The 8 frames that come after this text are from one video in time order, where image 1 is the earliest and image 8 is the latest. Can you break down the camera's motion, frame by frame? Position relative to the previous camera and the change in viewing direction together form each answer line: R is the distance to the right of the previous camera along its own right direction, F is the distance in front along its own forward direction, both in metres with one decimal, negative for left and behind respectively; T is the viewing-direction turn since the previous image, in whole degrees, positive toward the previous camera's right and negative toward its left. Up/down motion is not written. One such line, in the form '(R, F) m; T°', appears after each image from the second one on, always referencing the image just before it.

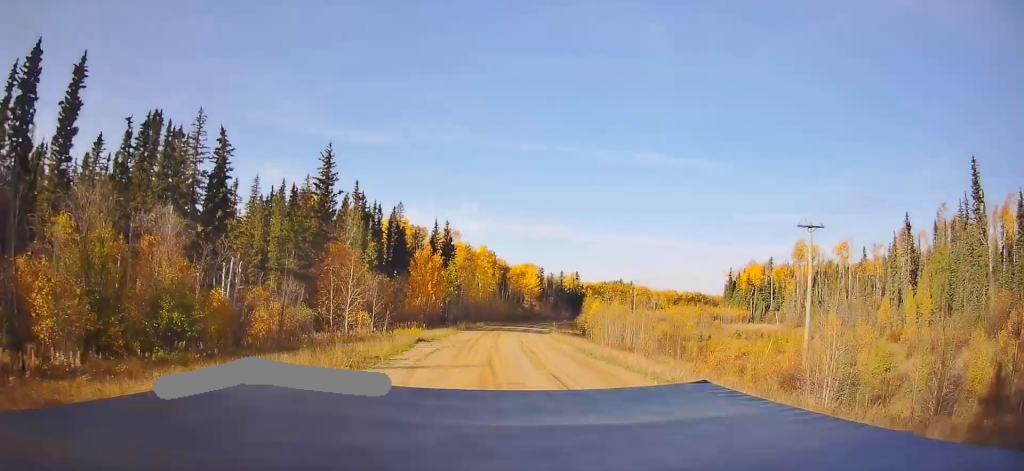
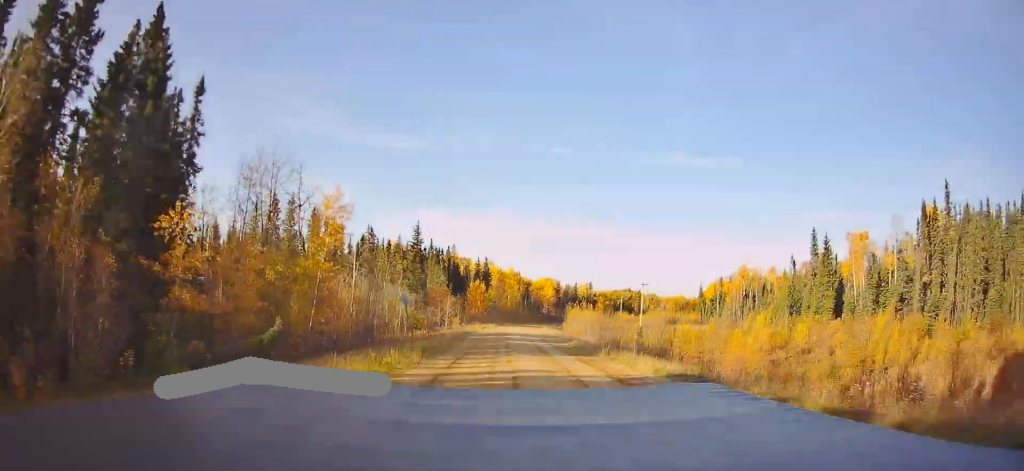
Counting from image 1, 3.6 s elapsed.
(-0.4, +49.4) m; 0°
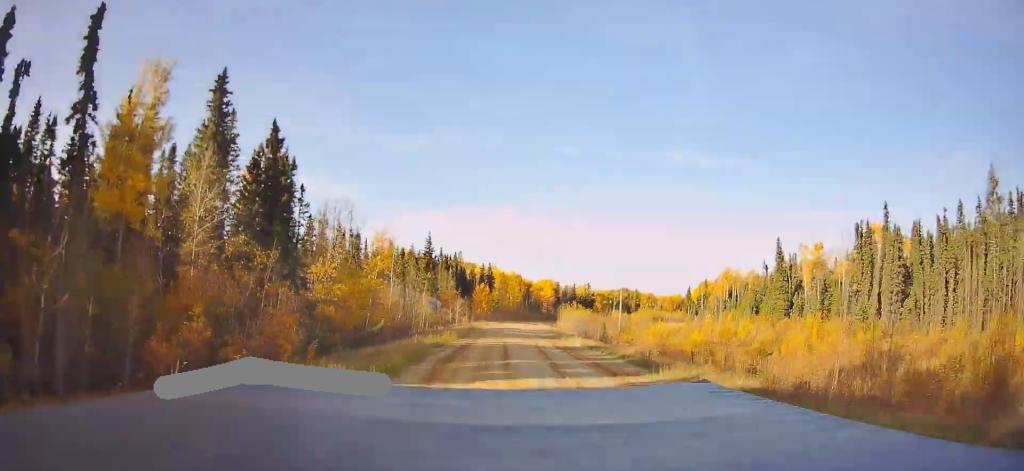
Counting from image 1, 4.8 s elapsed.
(0.0, +15.4) m; 0°
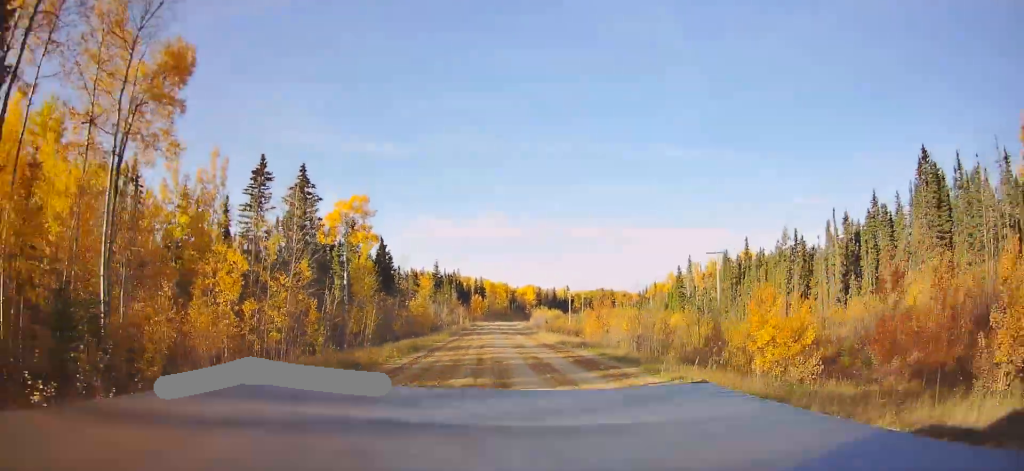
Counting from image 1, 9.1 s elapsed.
(-0.4, +50.7) m; 0°
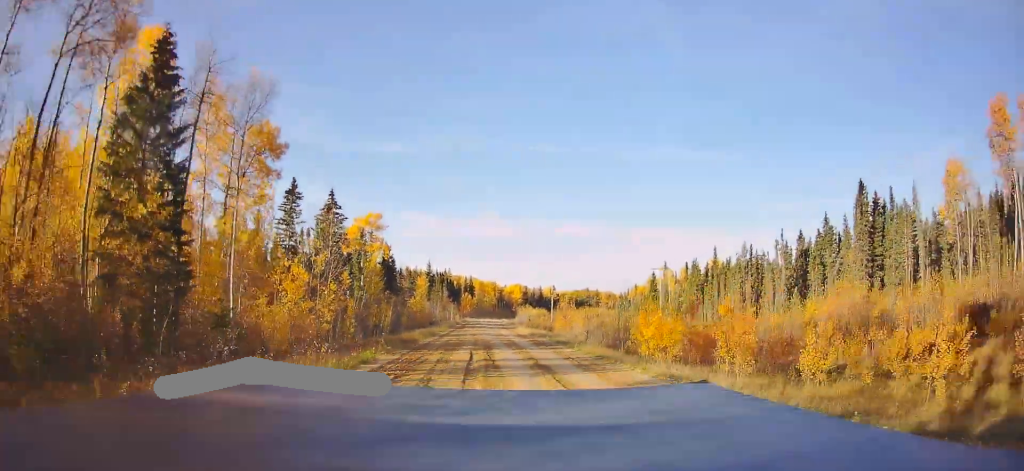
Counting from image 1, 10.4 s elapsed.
(+0.1, +12.6) m; 0°
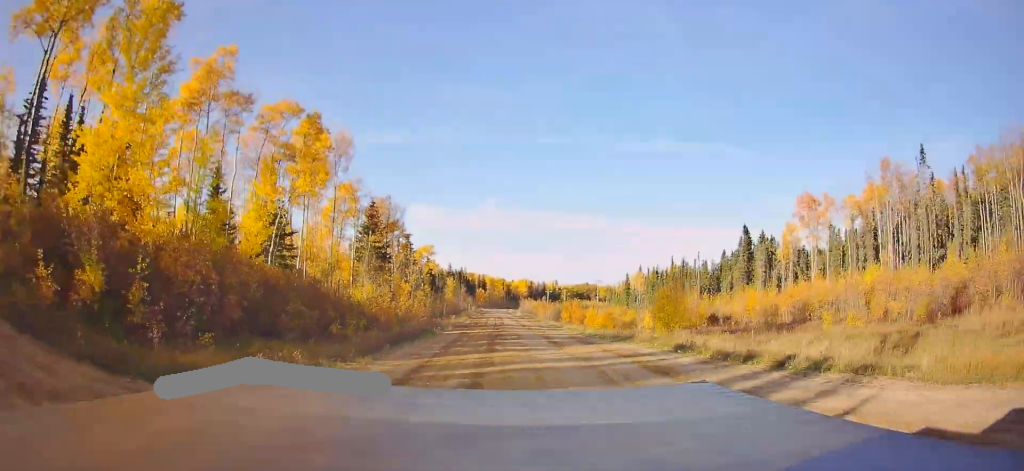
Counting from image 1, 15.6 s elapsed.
(+0.4, +41.2) m; -1°
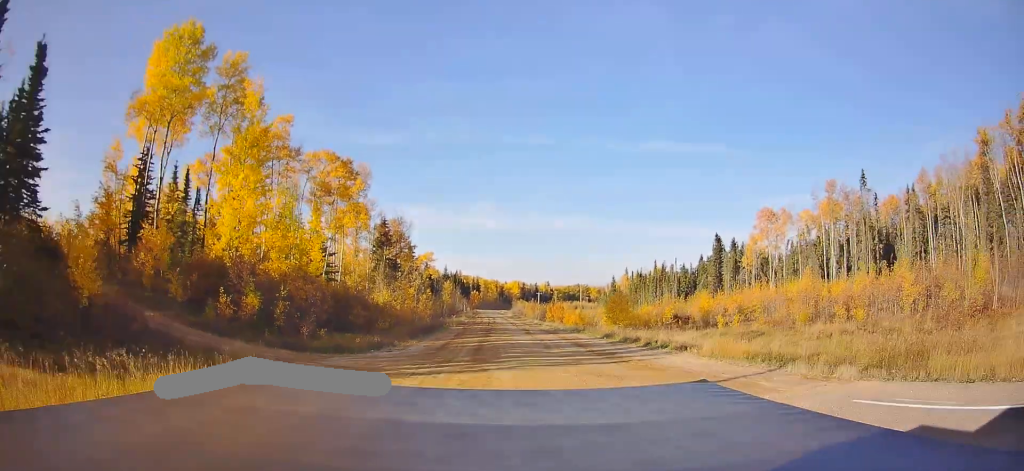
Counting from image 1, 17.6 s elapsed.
(-0.1, +11.9) m; -9°
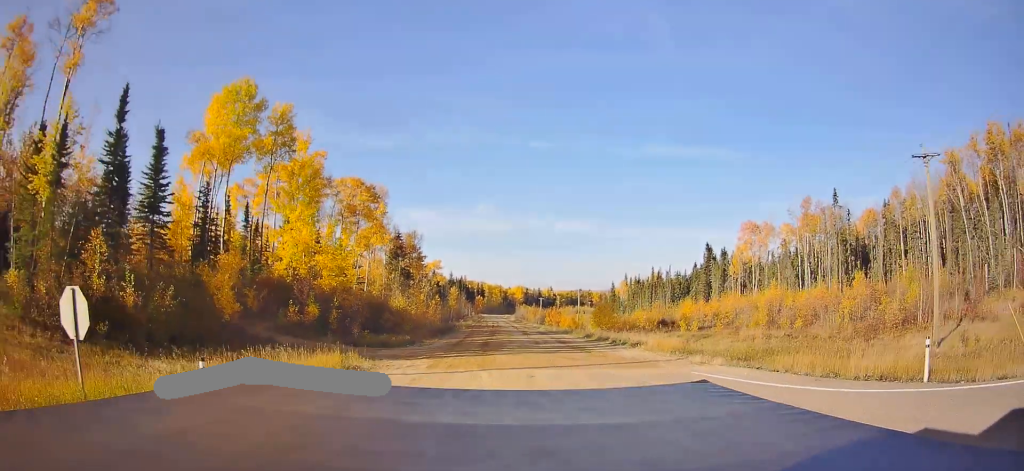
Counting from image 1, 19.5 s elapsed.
(-0.9, +11.0) m; -18°
